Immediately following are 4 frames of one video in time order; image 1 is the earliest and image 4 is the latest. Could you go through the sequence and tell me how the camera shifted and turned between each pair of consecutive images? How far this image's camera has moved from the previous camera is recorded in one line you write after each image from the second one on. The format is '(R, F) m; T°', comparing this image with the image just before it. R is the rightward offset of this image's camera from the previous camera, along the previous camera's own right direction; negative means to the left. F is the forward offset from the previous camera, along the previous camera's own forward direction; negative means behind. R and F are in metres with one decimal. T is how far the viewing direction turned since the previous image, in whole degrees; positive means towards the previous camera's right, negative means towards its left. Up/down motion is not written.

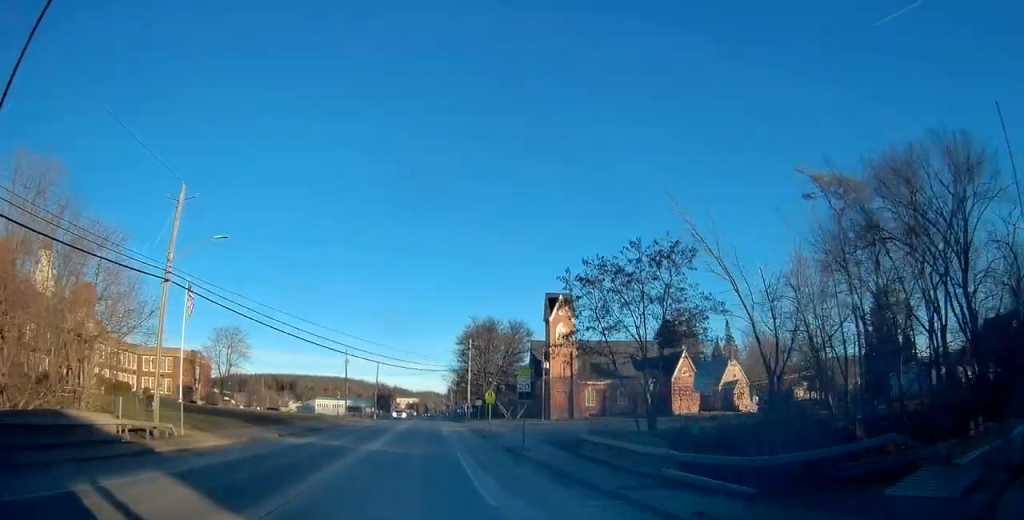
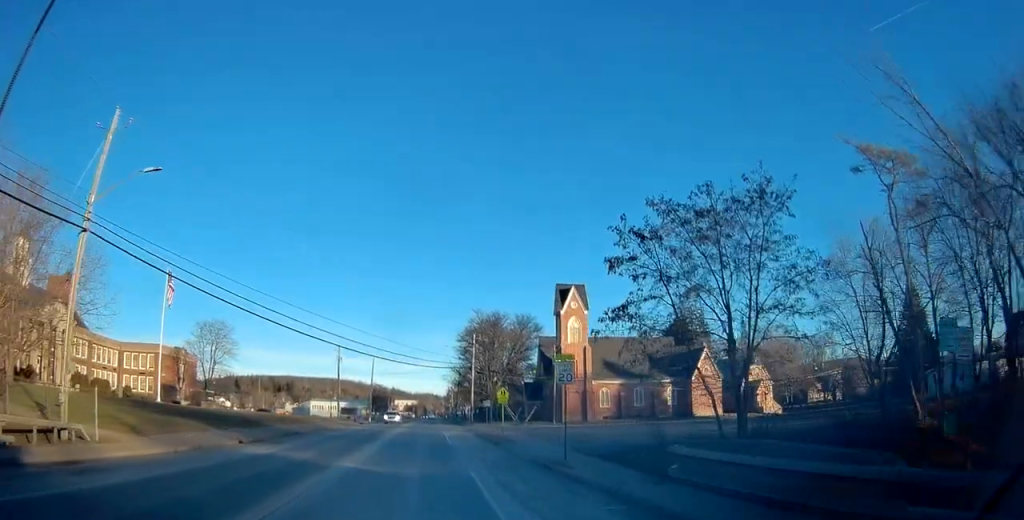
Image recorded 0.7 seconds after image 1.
(0.0, +8.1) m; +1°
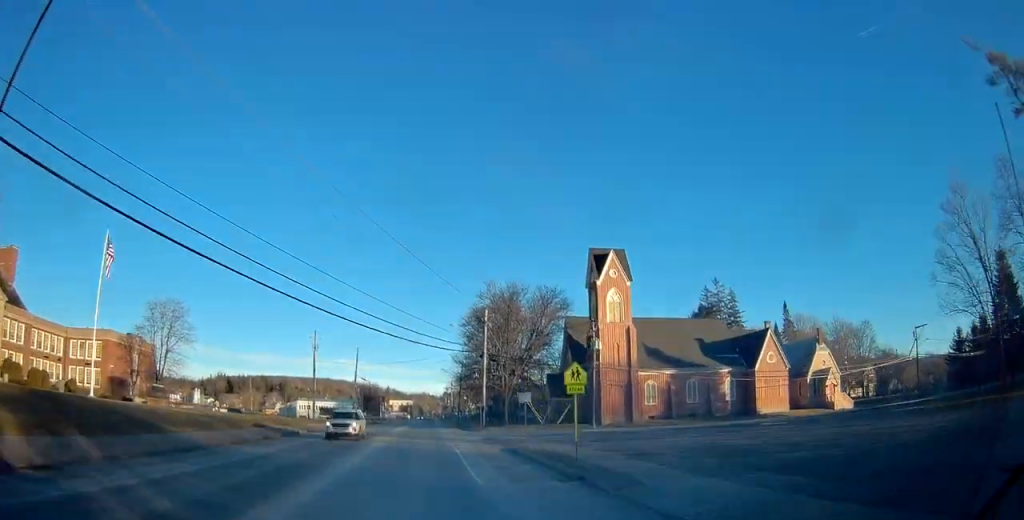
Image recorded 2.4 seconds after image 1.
(+0.2, +18.9) m; 0°
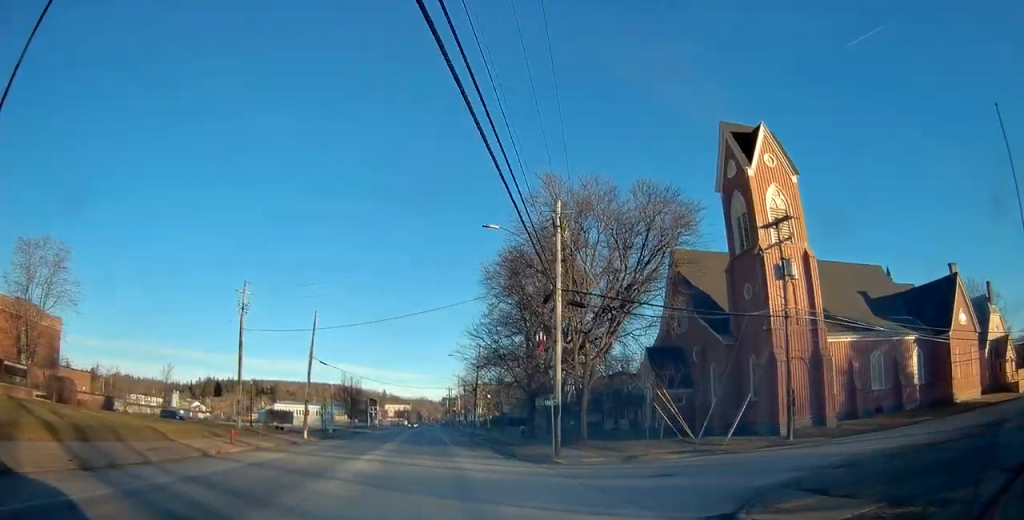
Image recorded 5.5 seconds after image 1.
(-0.9, +31.9) m; 0°
